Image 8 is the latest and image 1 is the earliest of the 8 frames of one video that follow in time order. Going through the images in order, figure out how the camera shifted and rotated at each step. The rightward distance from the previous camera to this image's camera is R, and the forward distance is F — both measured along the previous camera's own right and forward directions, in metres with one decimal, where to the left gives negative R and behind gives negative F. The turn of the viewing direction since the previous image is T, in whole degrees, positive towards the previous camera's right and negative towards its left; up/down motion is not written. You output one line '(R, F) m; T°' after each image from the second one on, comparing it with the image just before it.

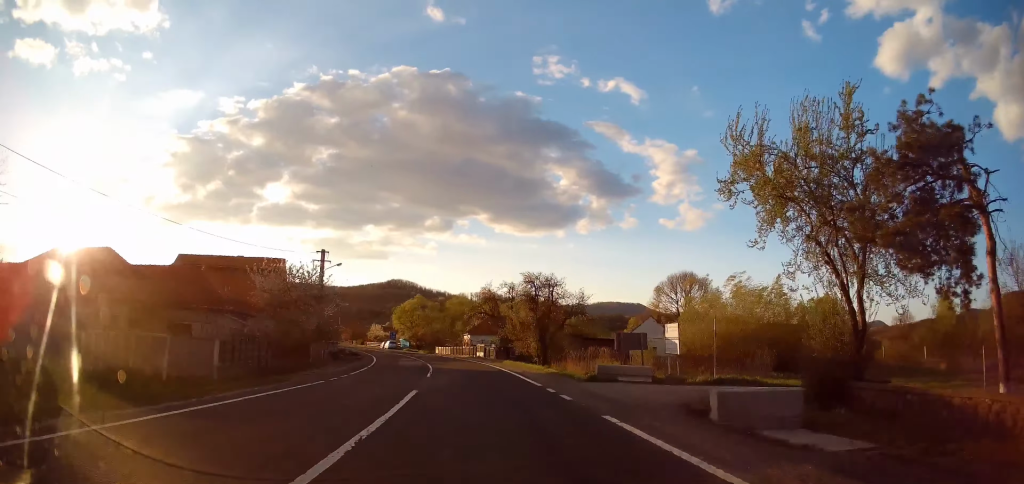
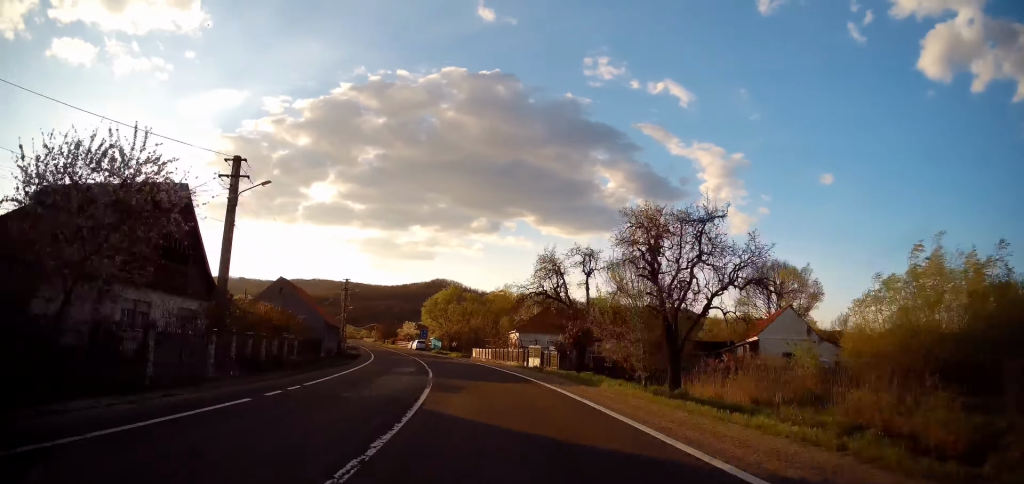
(+0.3, +19.9) m; -3°
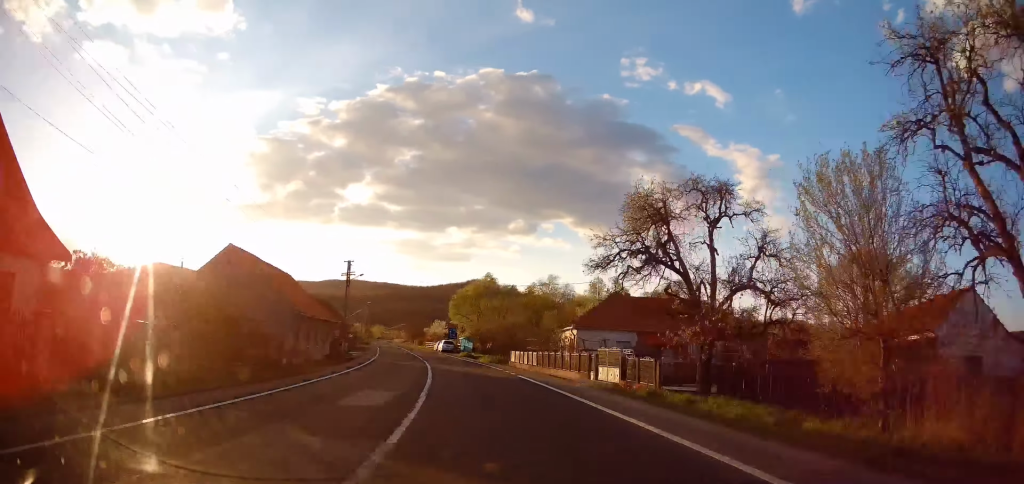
(-0.8, +13.9) m; -4°
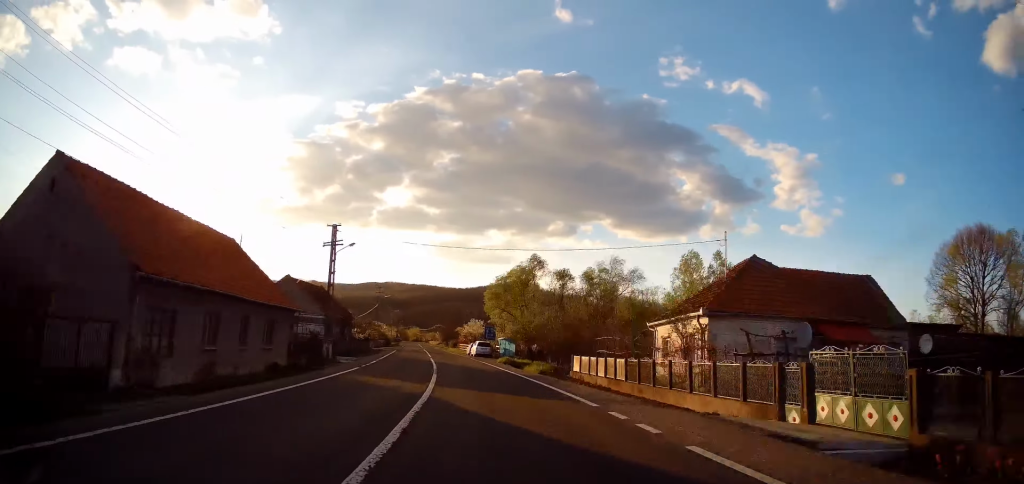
(-0.6, +15.3) m; -4°
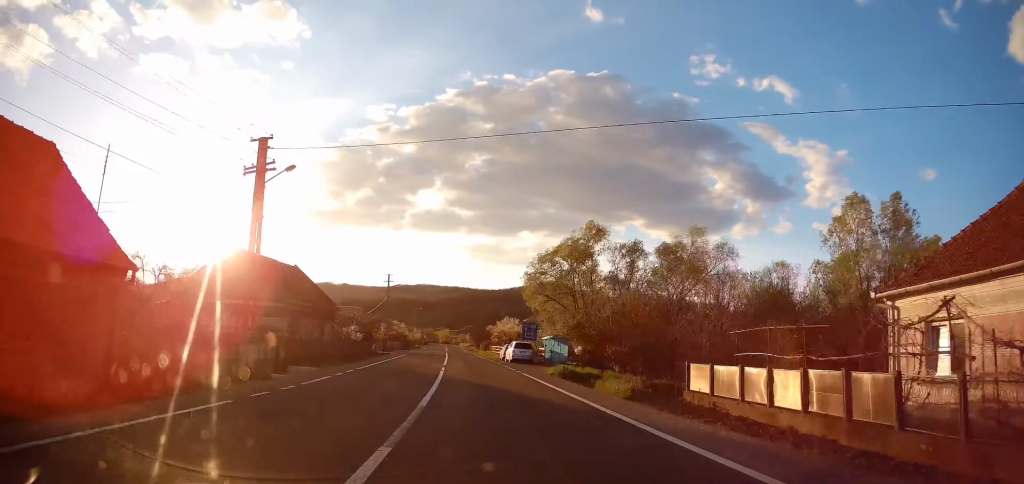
(-0.2, +14.6) m; -3°
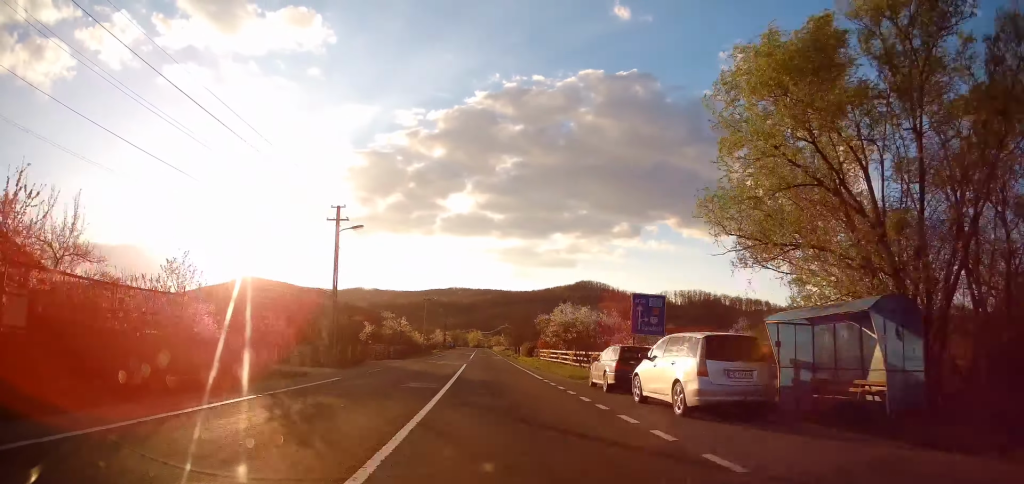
(-1.9, +29.4) m; -6°
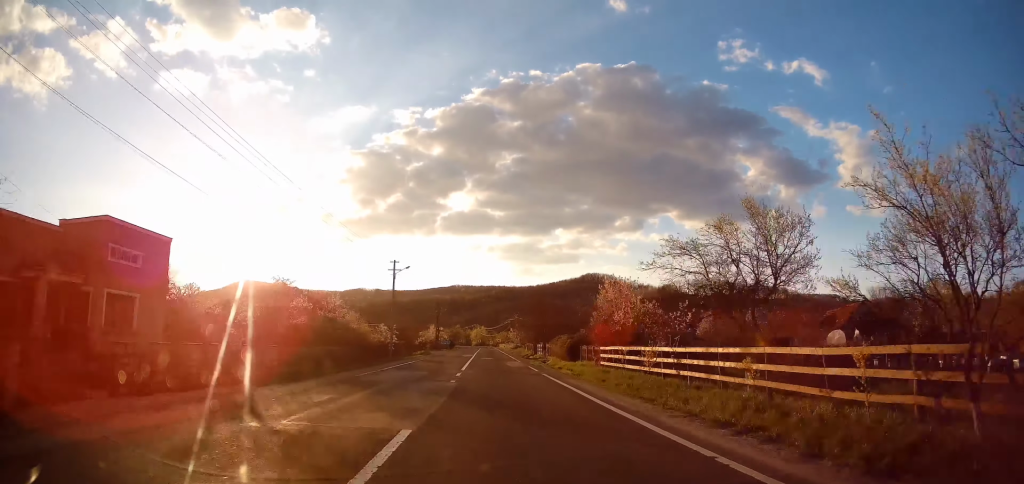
(-1.1, +28.1) m; -3°
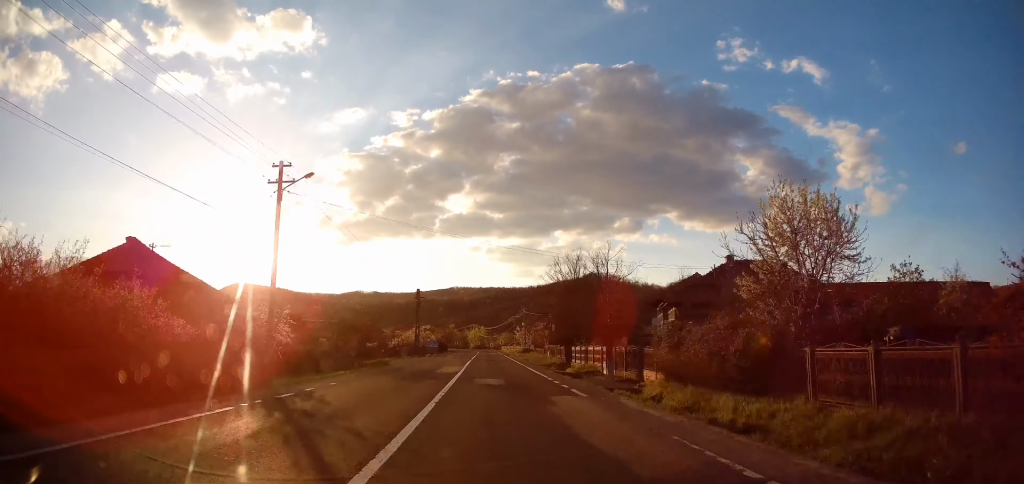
(-0.2, +26.4) m; 0°
